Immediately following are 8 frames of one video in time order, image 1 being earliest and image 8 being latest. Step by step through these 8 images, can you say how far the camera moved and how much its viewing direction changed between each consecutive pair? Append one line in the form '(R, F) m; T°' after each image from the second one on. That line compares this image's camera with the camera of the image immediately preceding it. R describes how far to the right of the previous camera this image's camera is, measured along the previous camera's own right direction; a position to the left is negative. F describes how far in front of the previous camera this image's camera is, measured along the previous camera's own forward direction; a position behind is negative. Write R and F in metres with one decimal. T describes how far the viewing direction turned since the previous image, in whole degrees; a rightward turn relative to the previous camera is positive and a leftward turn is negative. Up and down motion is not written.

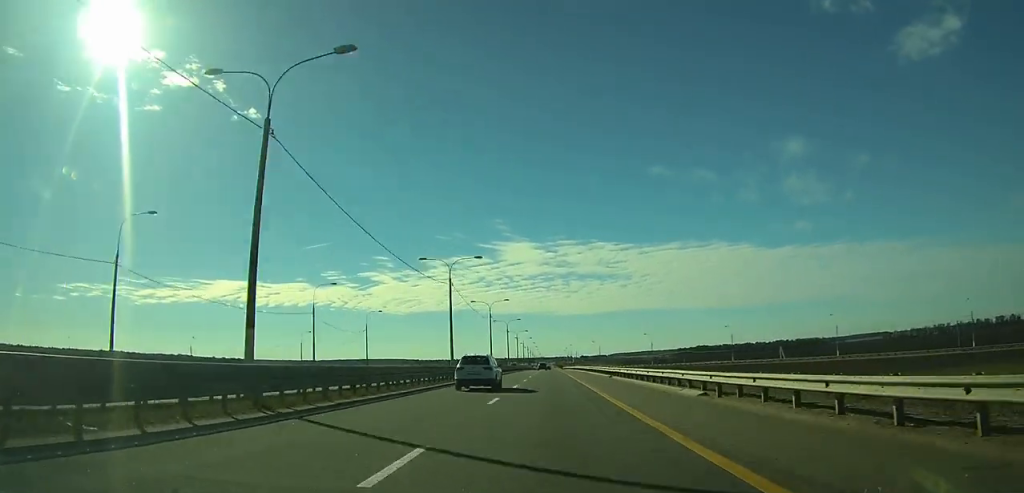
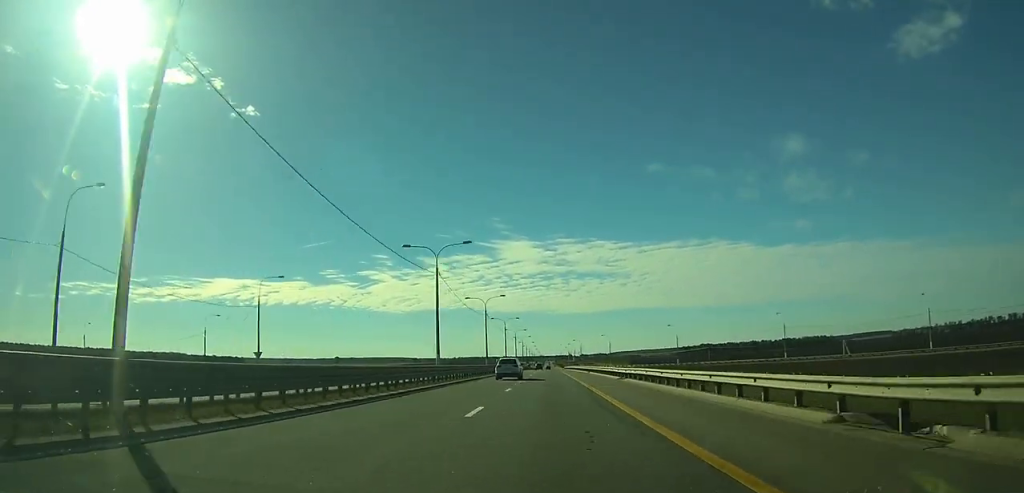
(+0.1, +40.0) m; 0°
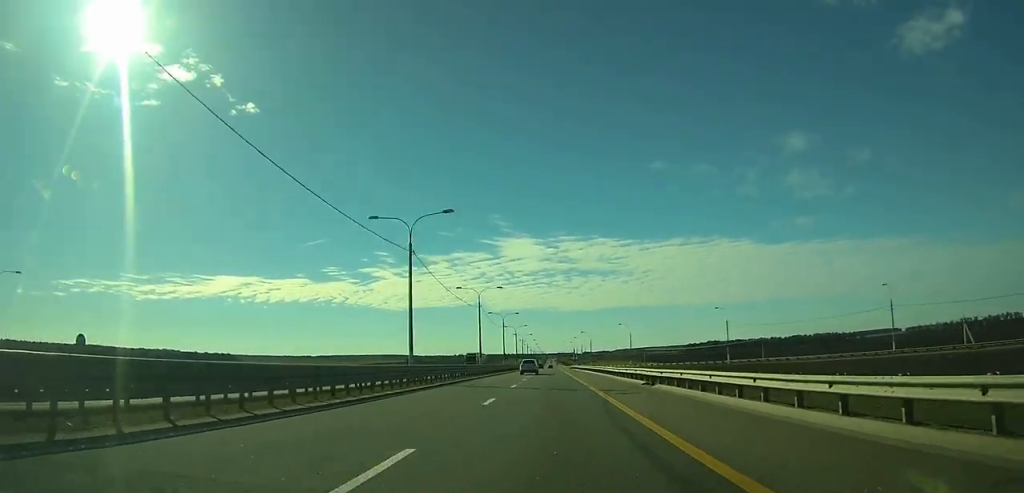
(0.0, +43.9) m; 0°
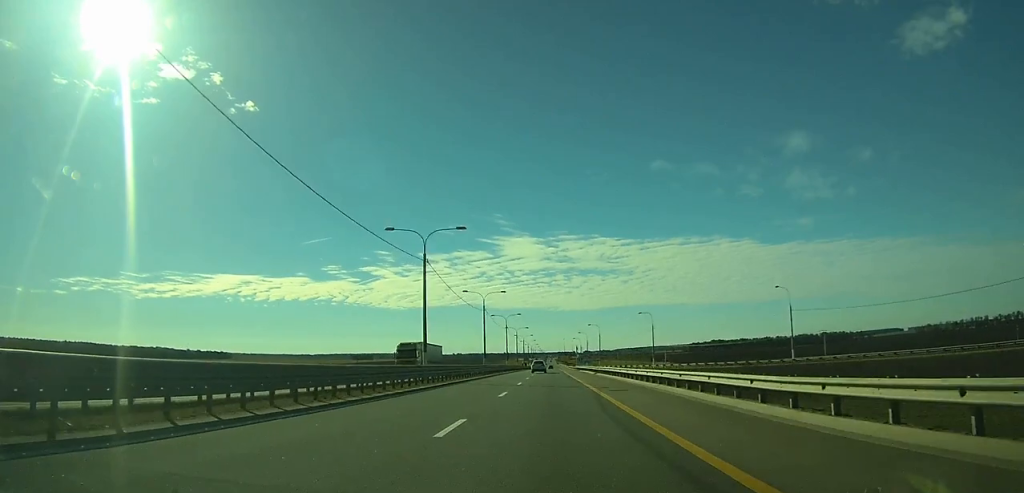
(0.0, +31.3) m; 0°
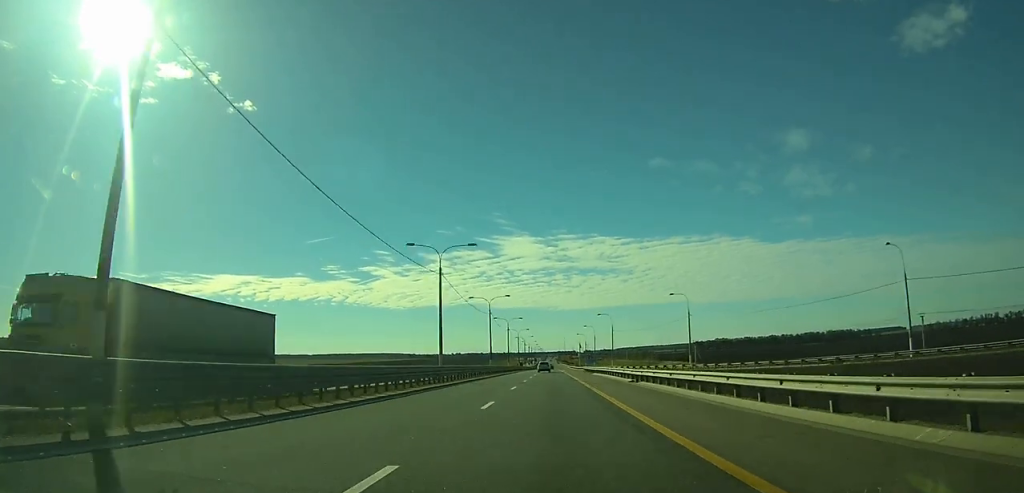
(-0.1, +29.6) m; 0°
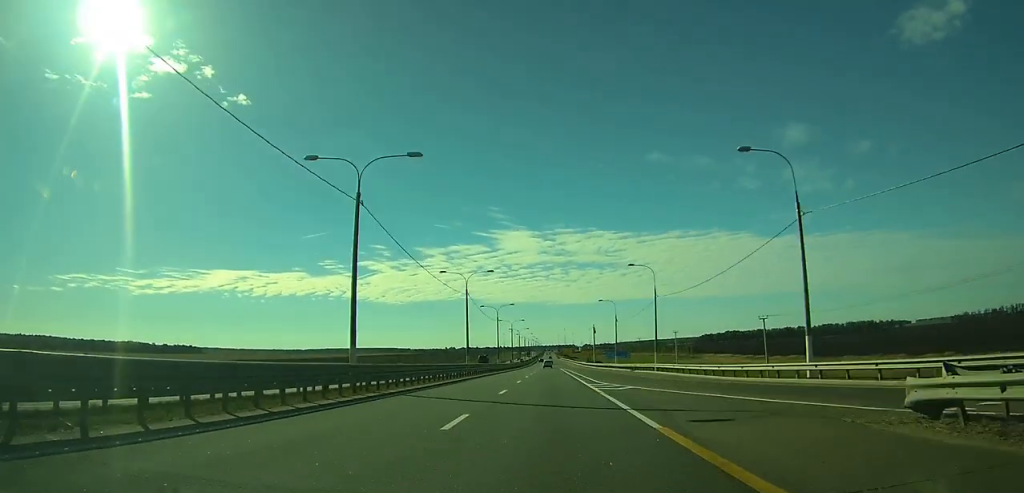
(0.0, +88.9) m; 0°
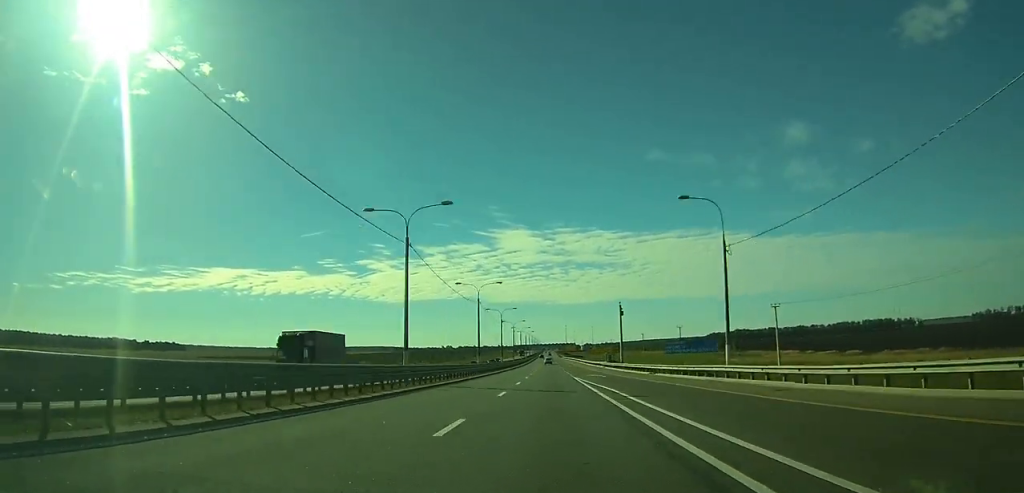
(-0.1, +61.0) m; 0°
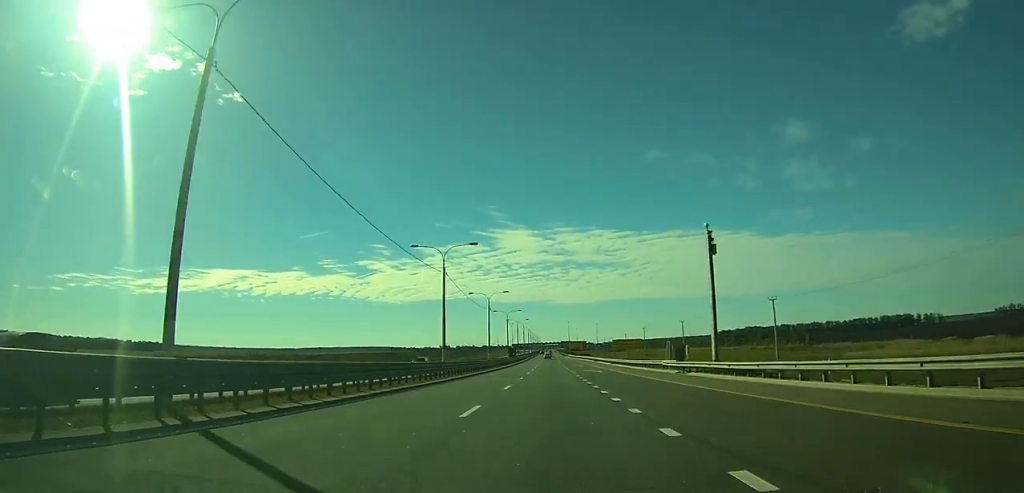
(0.0, +56.9) m; 0°
